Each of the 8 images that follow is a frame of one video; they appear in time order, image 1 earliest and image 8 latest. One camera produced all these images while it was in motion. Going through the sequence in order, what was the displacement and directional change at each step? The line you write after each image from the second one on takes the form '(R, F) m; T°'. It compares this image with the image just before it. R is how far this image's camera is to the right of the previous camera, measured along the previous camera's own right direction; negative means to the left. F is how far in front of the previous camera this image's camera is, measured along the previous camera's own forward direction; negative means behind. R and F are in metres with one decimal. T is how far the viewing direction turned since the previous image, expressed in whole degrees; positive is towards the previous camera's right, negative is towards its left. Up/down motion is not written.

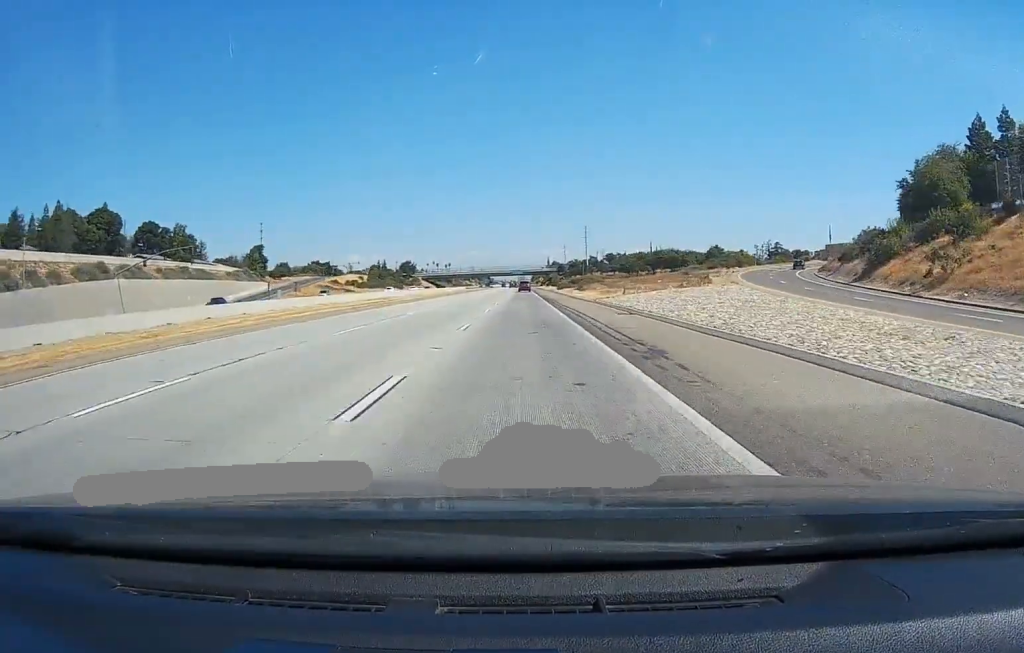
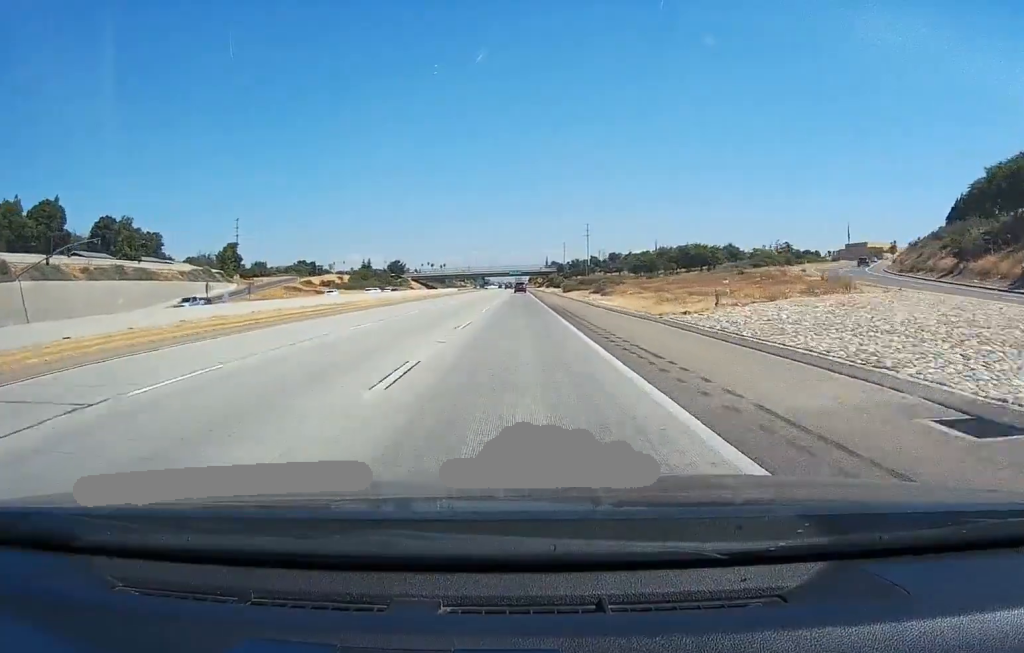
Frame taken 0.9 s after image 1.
(-0.1, +26.8) m; 0°
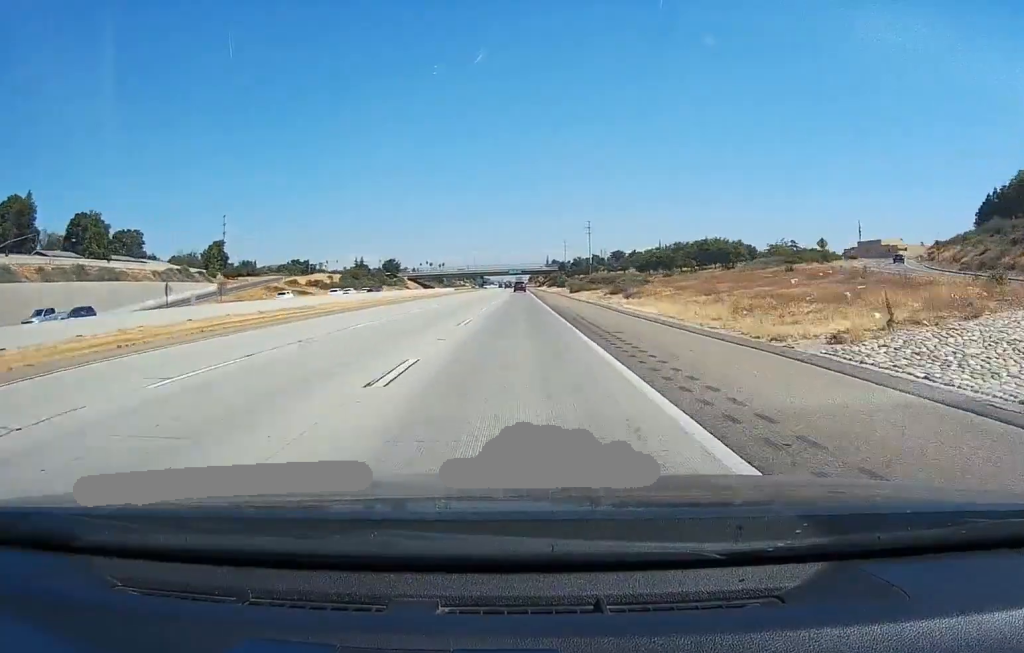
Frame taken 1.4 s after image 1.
(0.0, +13.7) m; 0°
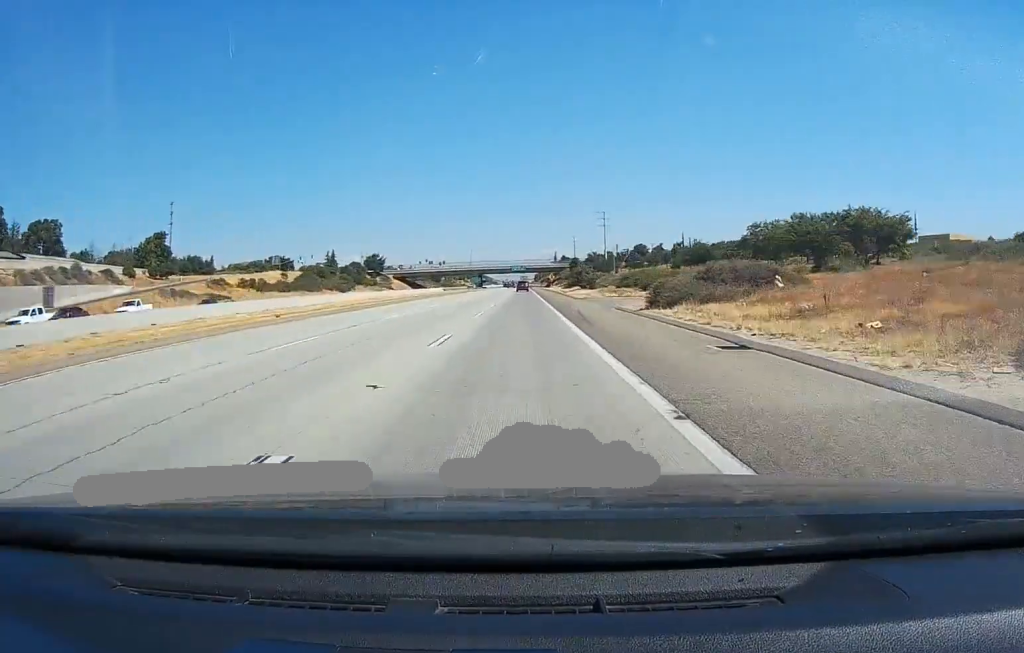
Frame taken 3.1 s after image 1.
(0.0, +51.4) m; 0°
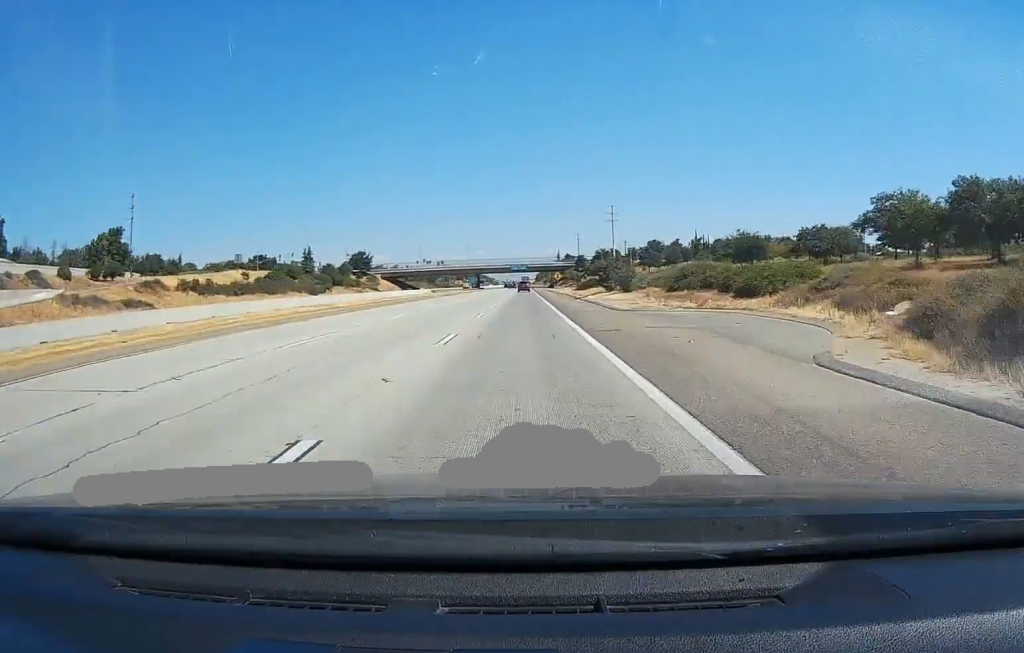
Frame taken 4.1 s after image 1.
(+0.2, +27.9) m; 0°
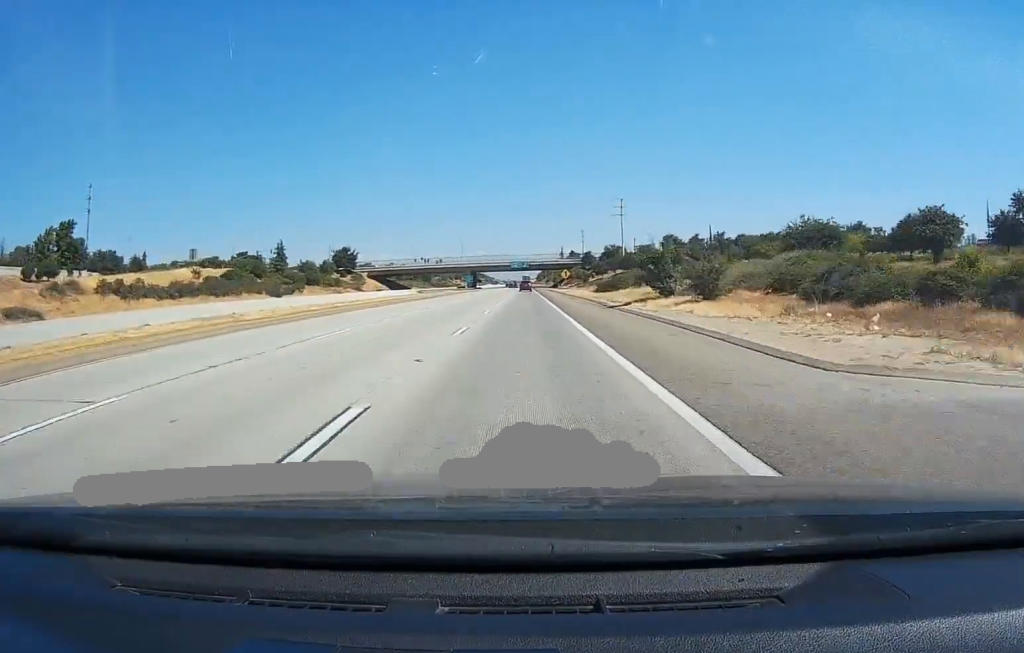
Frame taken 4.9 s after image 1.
(+0.1, +25.8) m; -1°
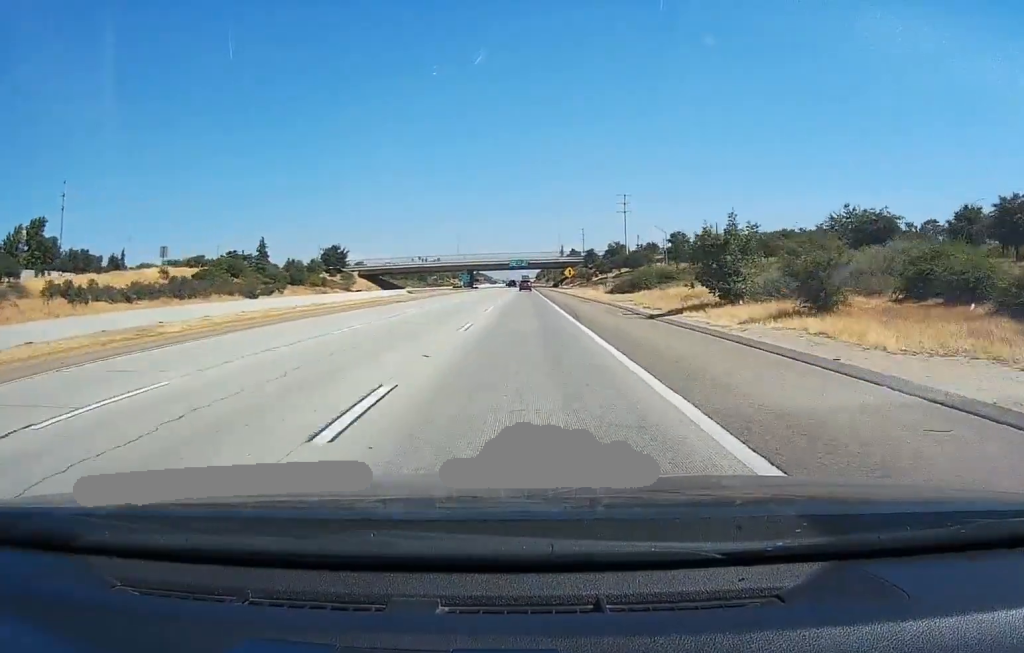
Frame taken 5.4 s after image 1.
(-0.2, +12.9) m; 0°
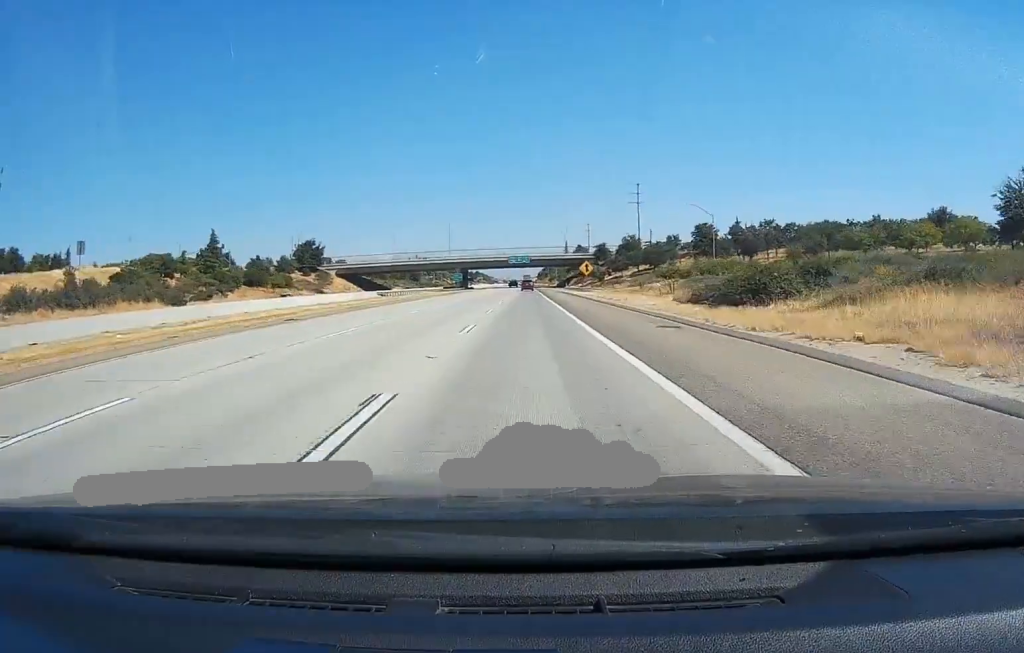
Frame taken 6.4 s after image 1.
(-0.1, +29.8) m; 0°
